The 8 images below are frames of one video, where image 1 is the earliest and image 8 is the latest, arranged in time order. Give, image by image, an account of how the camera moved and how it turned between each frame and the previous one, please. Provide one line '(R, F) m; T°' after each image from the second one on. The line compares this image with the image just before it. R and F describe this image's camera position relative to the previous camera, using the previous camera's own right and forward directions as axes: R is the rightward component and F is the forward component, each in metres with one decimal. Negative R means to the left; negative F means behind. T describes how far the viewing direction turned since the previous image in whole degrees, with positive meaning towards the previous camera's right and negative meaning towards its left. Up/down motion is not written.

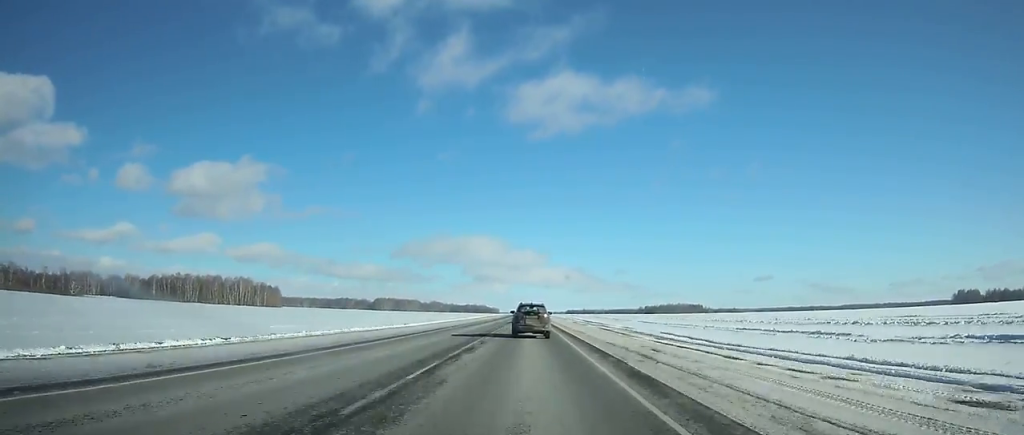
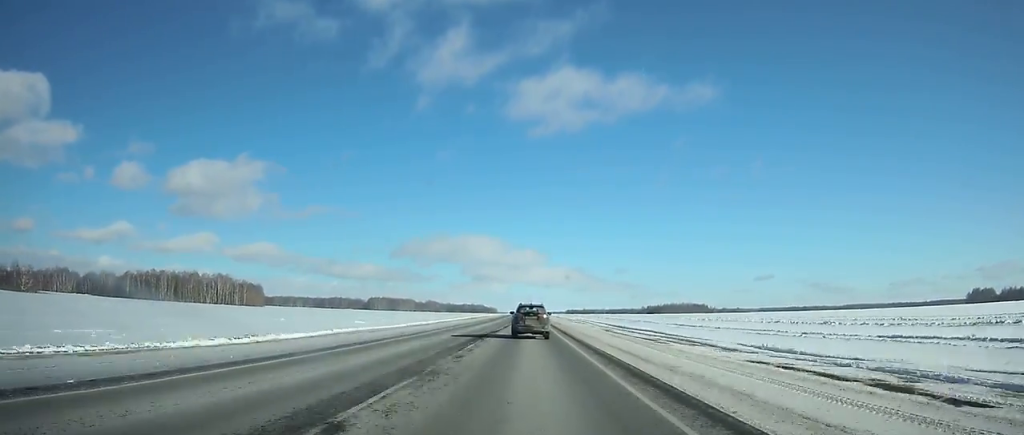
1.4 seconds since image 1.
(0.0, +41.0) m; 0°
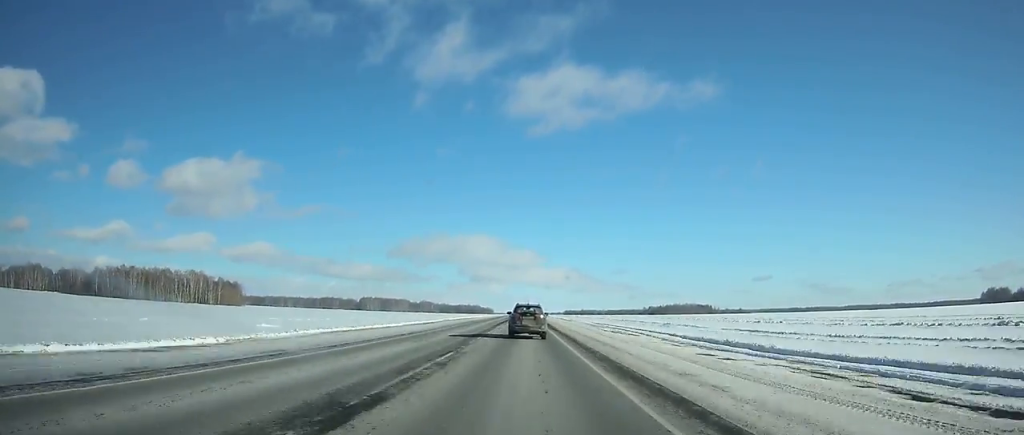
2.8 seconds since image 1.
(+0.2, +40.8) m; 0°
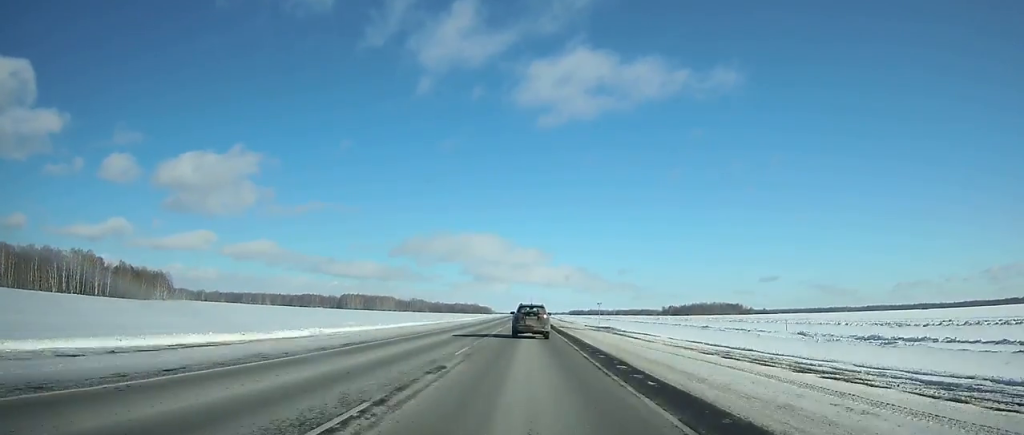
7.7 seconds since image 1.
(0.0, +142.7) m; 0°
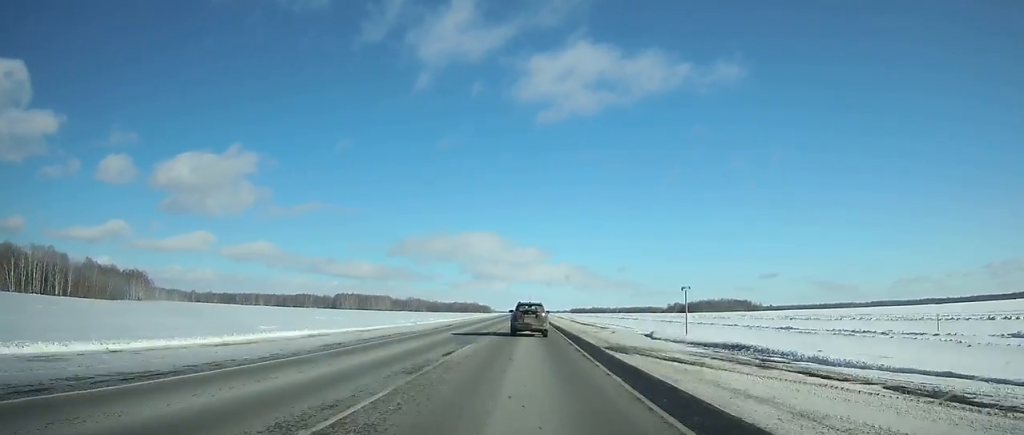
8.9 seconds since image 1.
(-0.1, +35.0) m; 0°
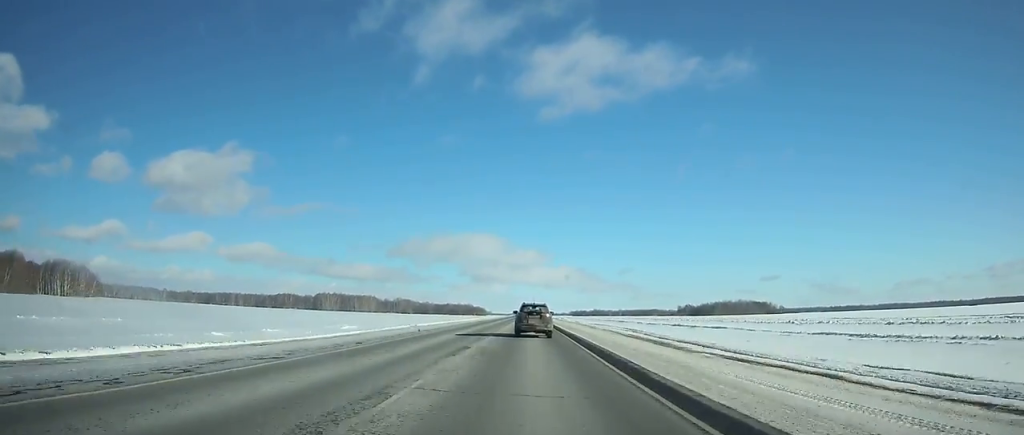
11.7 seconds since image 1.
(0.0, +81.5) m; 0°
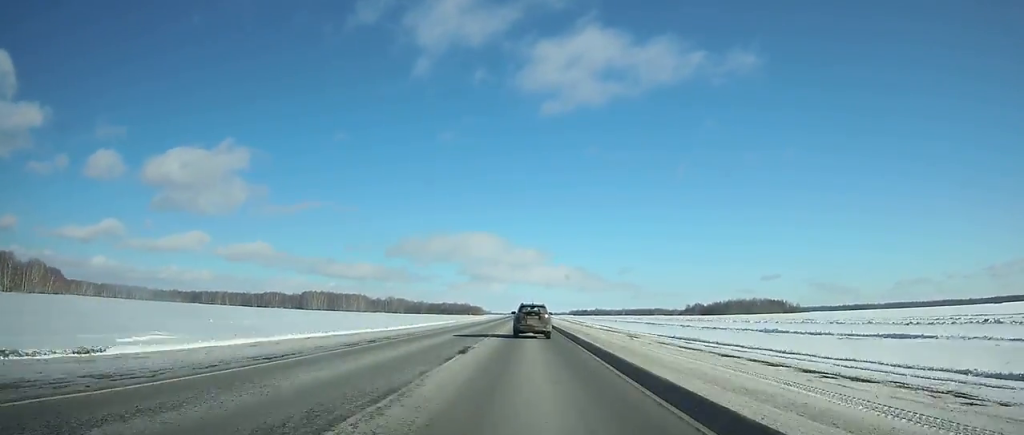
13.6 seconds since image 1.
(0.0, +55.4) m; 0°
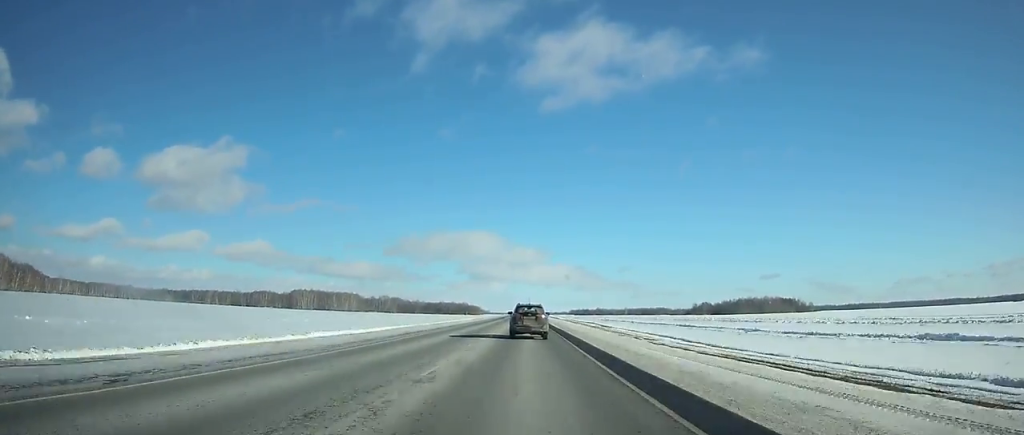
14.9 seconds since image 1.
(+0.1, +37.9) m; 0°
